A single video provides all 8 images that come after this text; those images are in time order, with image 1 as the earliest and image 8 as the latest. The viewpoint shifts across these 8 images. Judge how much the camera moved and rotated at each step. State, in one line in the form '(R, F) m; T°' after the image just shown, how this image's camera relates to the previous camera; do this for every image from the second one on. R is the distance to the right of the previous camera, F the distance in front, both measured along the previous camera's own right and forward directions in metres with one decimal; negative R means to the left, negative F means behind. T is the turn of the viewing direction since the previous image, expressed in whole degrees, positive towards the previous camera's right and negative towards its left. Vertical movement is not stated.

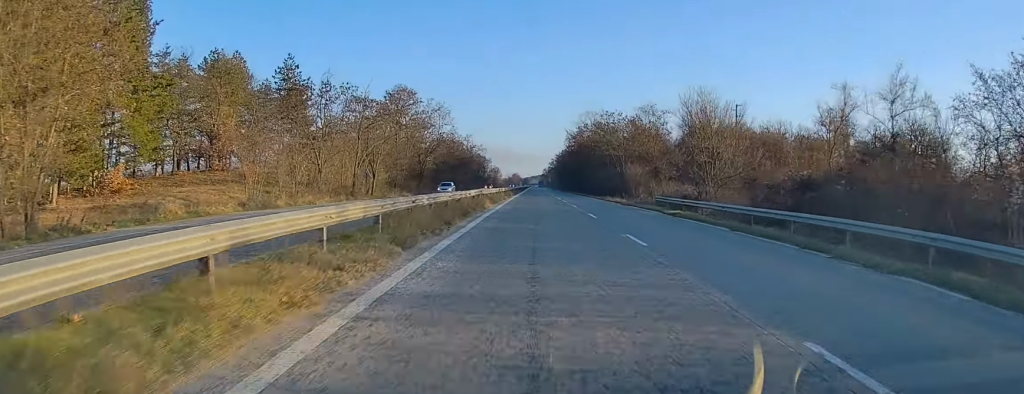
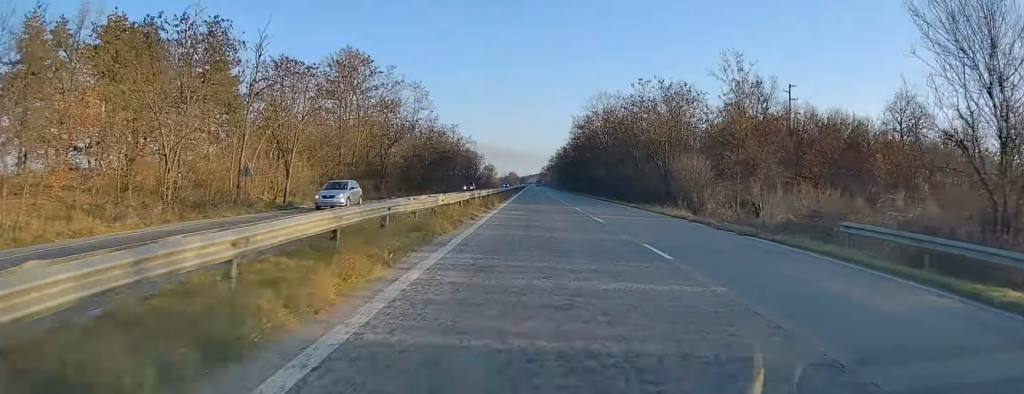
(0.0, +26.6) m; 0°
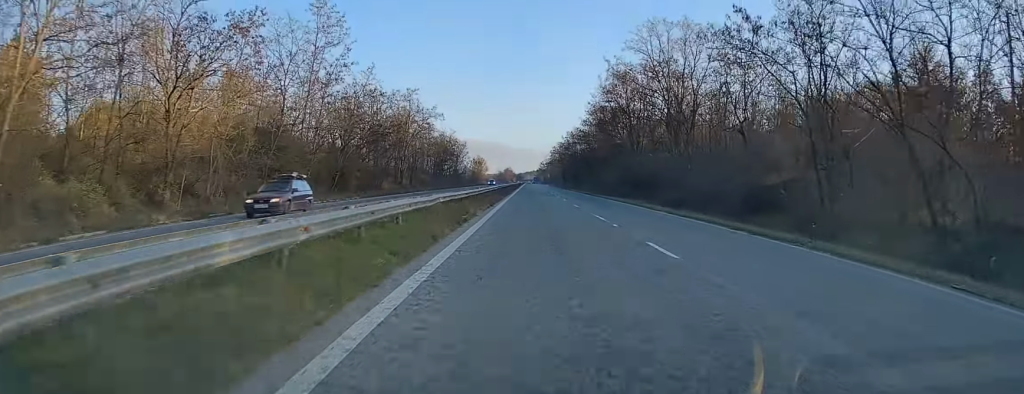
(-0.3, +48.0) m; 0°
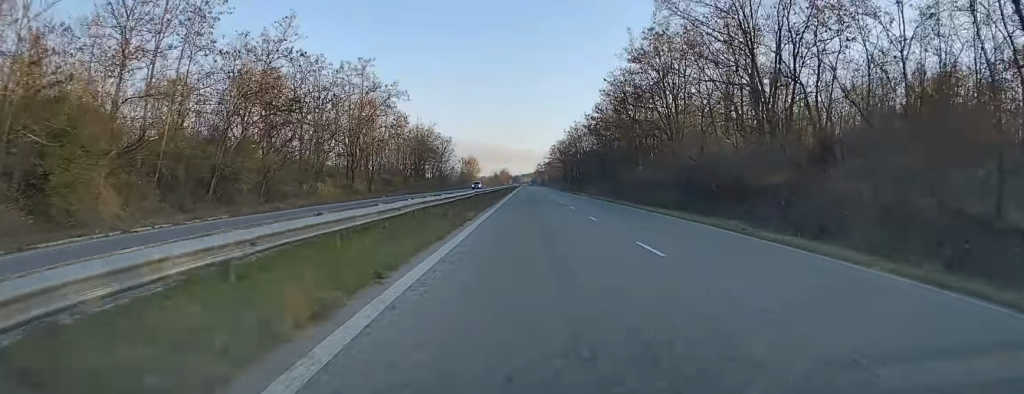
(+0.3, +24.1) m; +1°
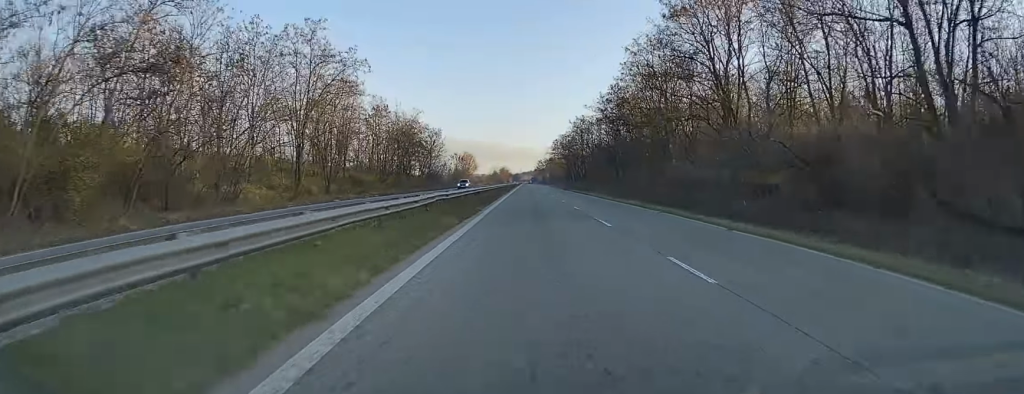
(+0.1, +15.9) m; 0°
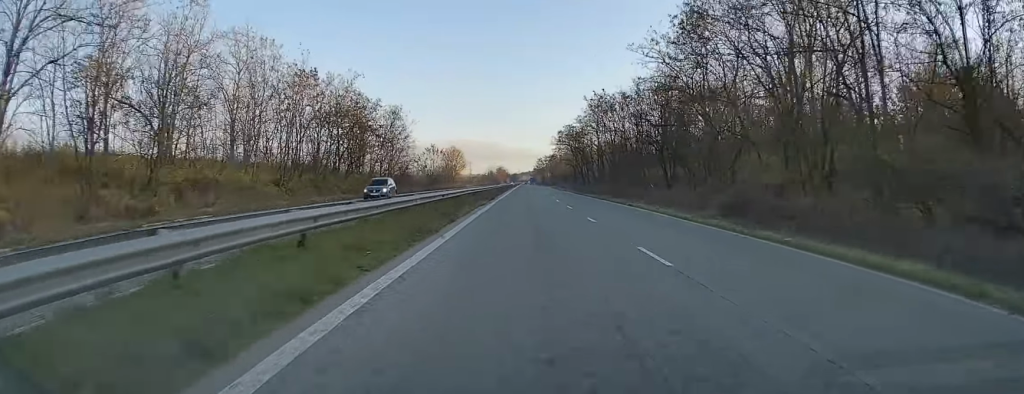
(-0.3, +34.0) m; 0°
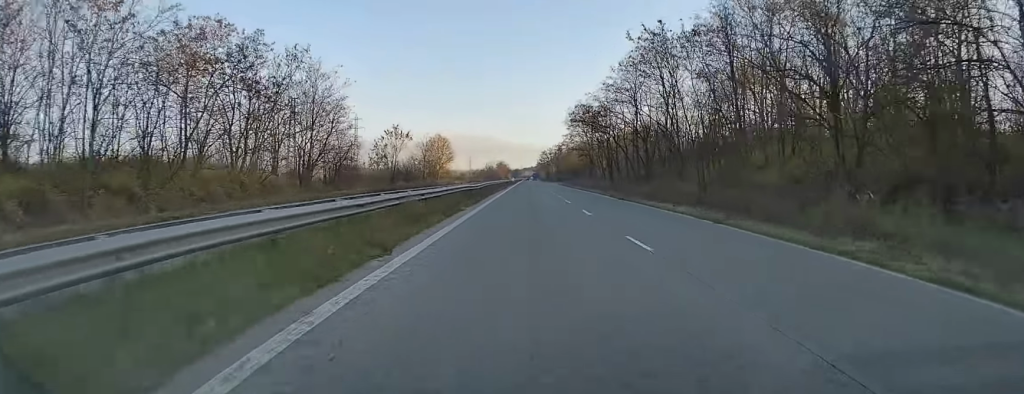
(+0.2, +35.2) m; 0°
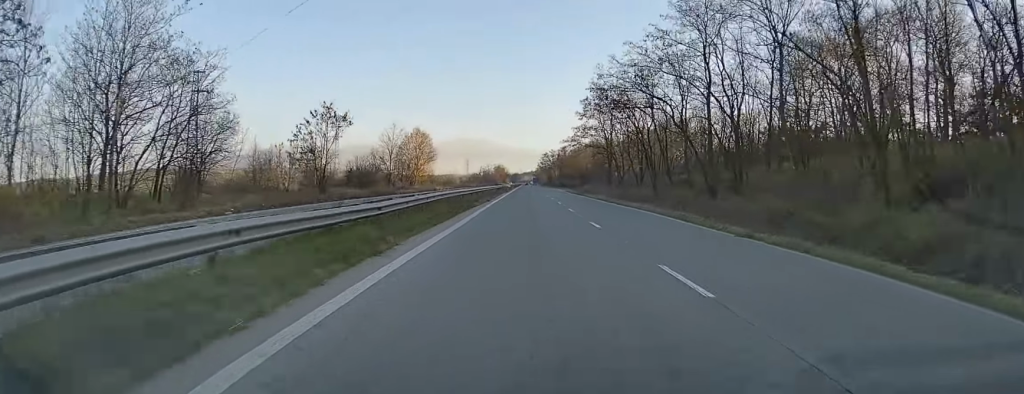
(-0.1, +29.3) m; 0°
